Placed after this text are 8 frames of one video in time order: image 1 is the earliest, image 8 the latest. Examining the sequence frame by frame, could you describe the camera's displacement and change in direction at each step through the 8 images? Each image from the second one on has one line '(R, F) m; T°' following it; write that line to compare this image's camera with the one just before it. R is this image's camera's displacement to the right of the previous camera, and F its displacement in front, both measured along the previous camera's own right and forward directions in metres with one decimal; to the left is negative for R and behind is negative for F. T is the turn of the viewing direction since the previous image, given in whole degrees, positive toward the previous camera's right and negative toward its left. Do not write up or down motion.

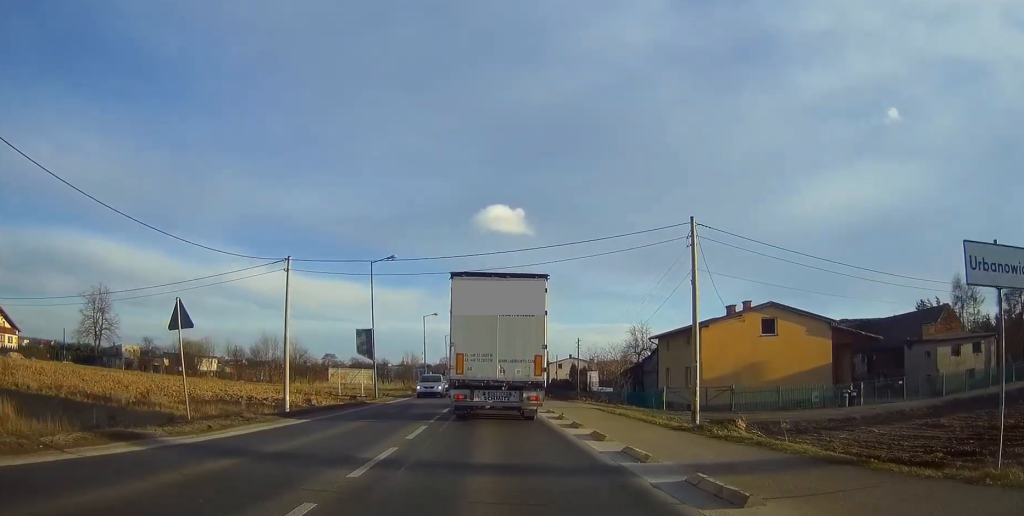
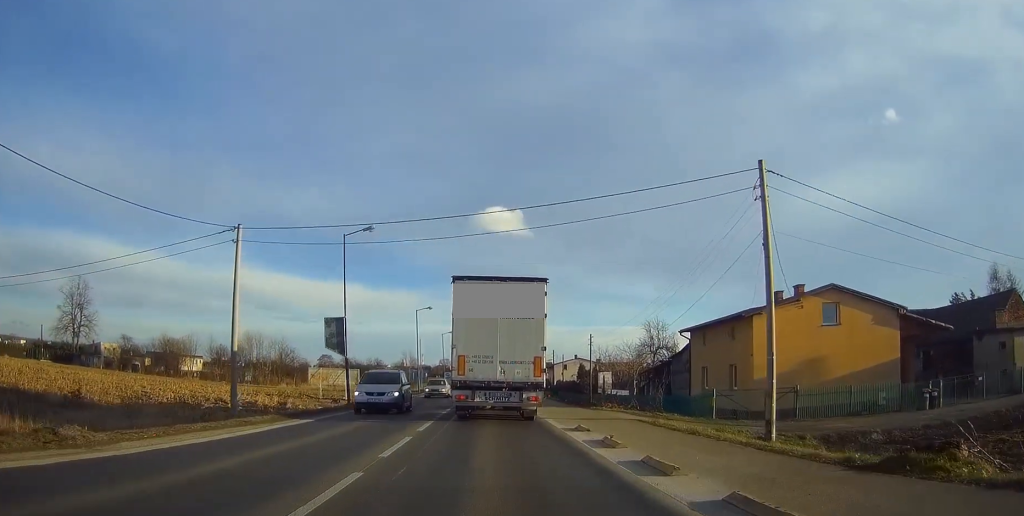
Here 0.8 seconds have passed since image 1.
(0.0, +9.2) m; 0°
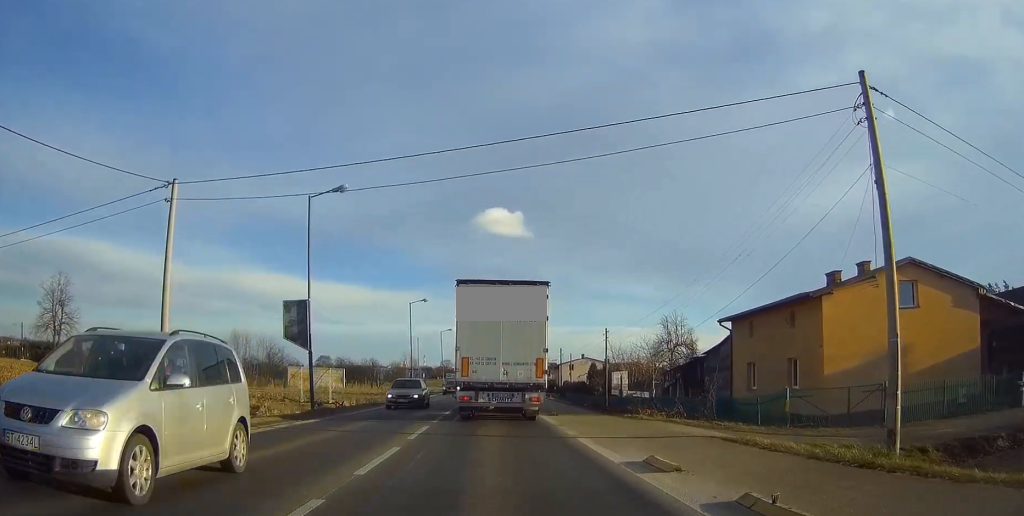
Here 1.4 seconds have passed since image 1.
(0.0, +8.0) m; 0°
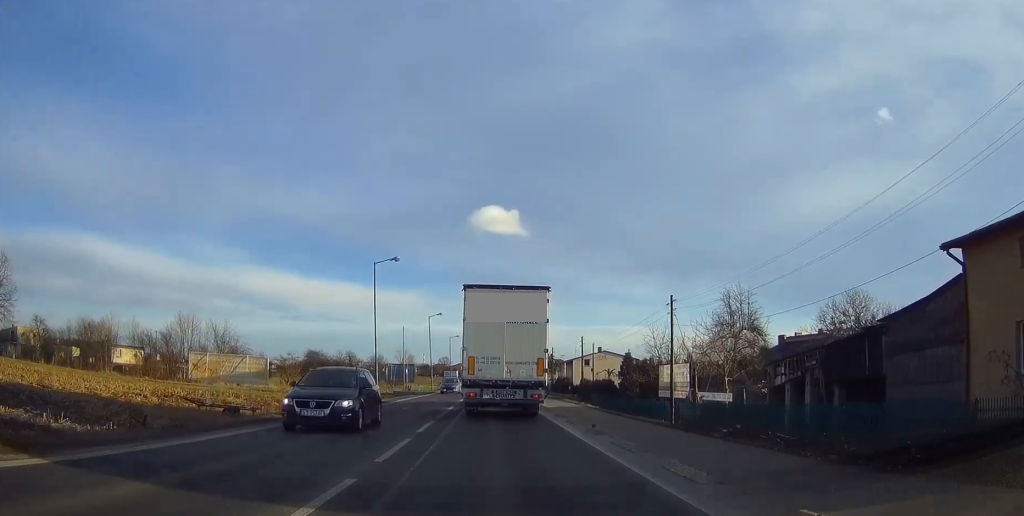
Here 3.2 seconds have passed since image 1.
(-0.1, +21.6) m; 0°
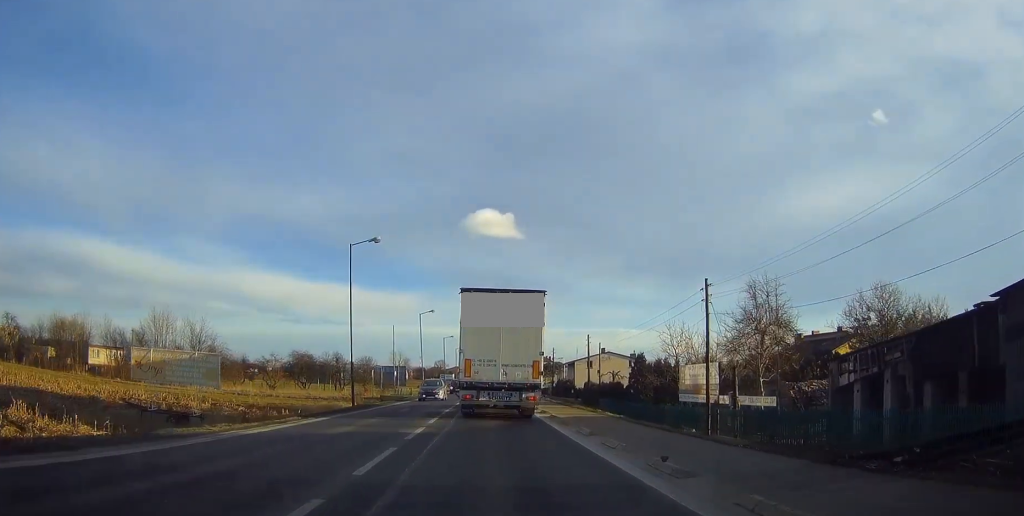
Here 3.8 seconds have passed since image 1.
(0.0, +7.0) m; 0°
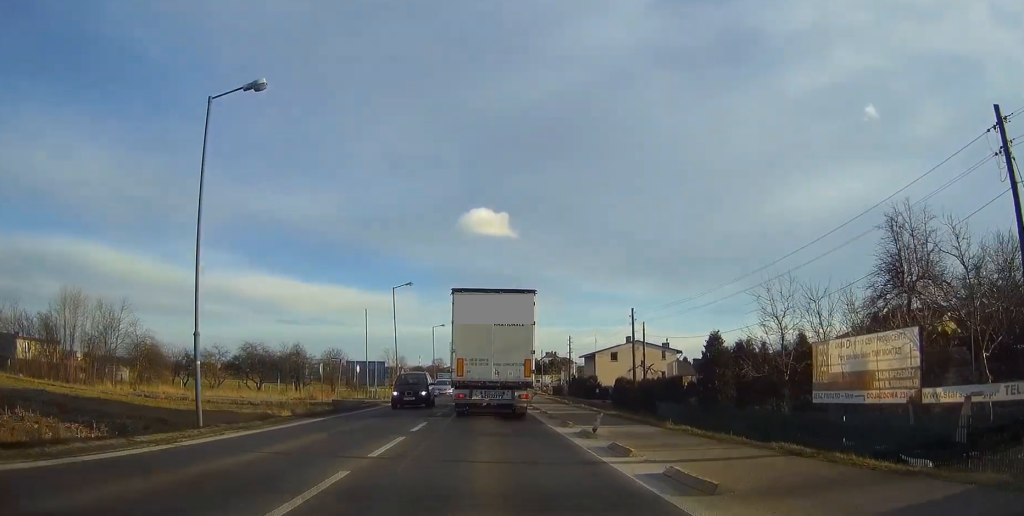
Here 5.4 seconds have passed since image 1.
(+0.1, +20.6) m; 0°
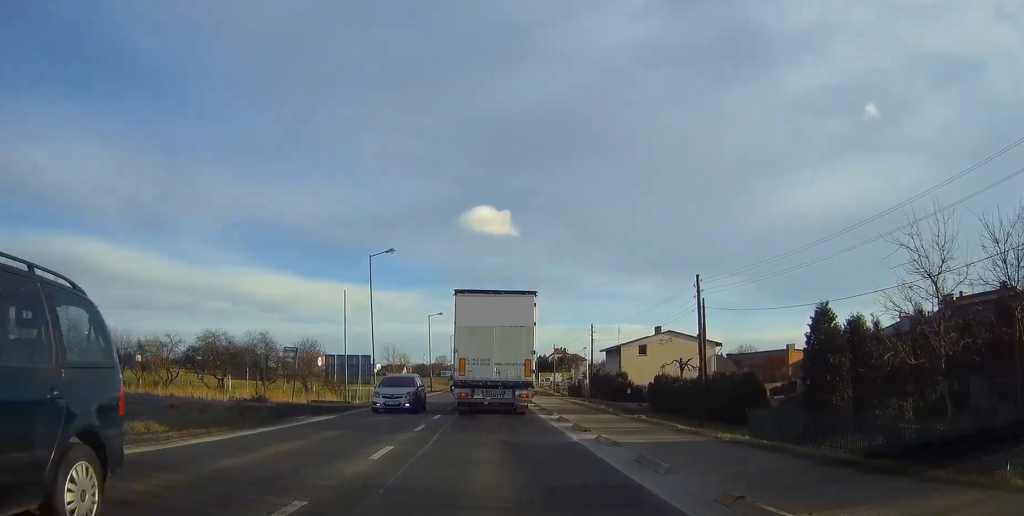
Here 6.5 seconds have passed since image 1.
(-0.1, +14.0) m; 0°
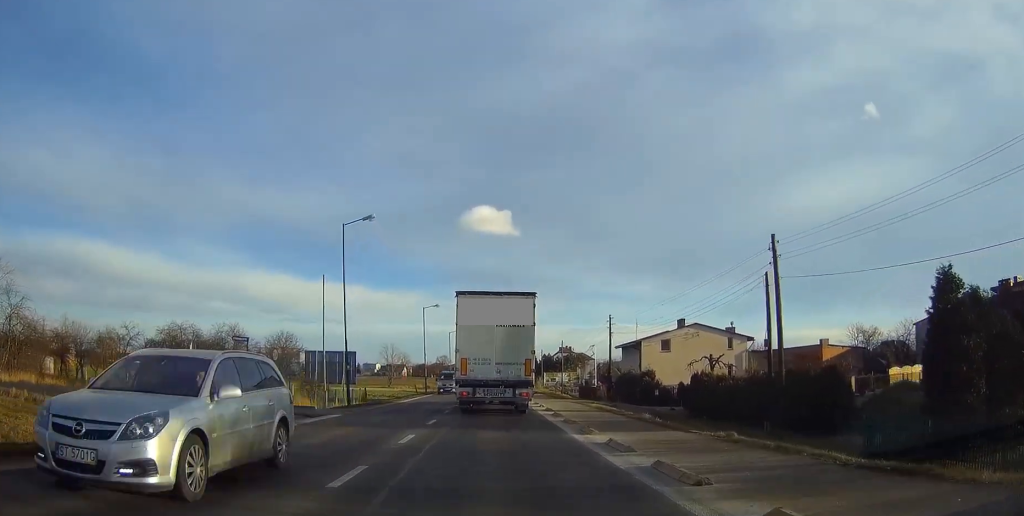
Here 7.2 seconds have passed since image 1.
(0.0, +9.2) m; 0°
